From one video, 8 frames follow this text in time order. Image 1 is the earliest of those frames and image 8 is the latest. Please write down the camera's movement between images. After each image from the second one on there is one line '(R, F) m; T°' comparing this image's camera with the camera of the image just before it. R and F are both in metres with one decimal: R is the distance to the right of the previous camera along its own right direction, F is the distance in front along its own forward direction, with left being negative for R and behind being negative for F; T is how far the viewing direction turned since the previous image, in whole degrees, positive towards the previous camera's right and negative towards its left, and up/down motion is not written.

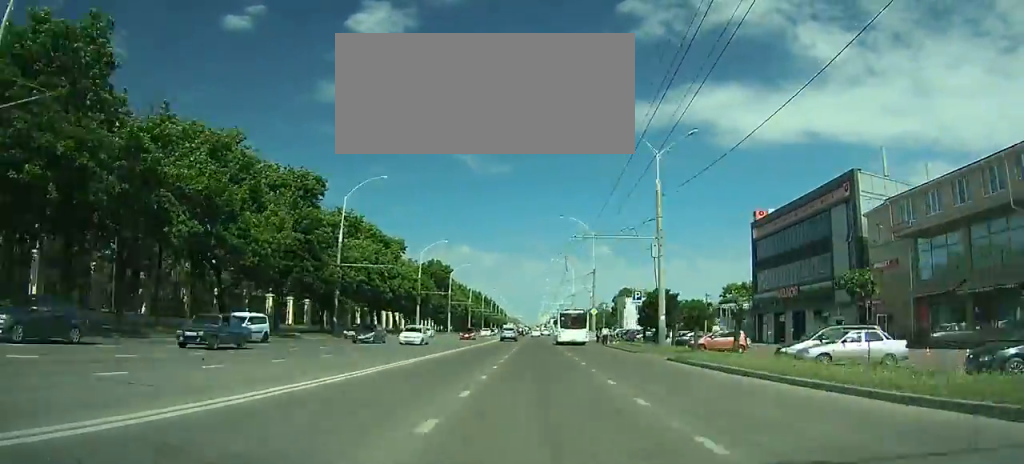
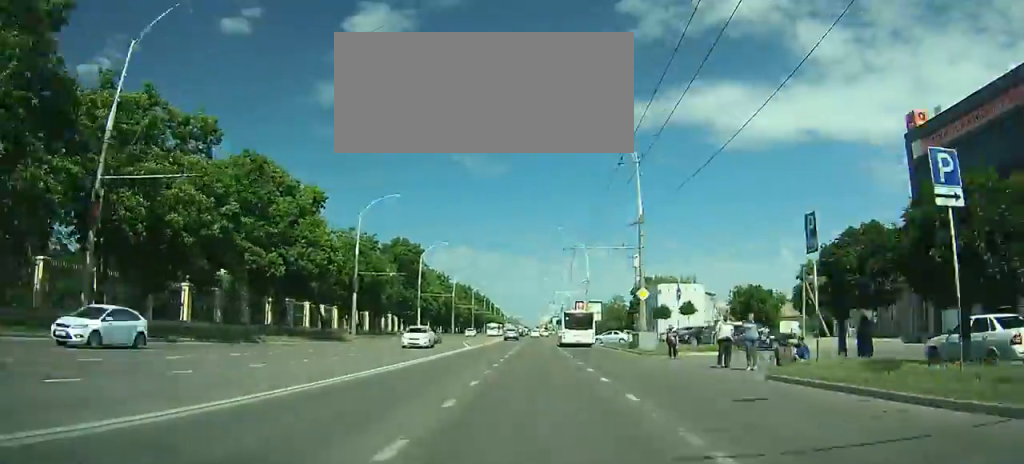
(+0.2, +34.6) m; +1°
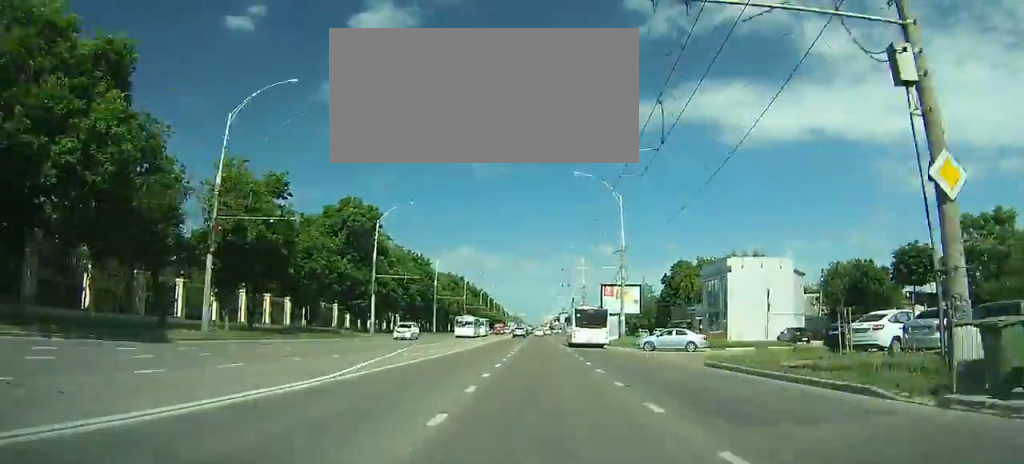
(+0.1, +29.9) m; 0°
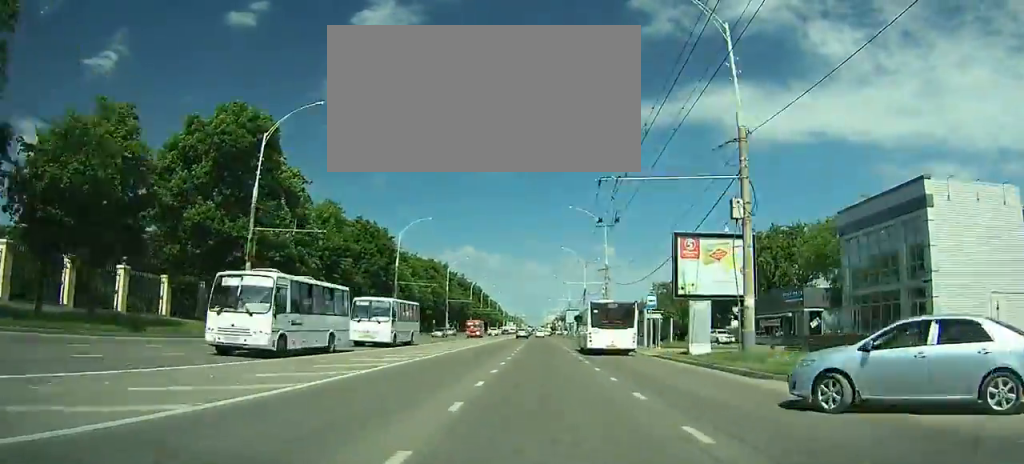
(+0.2, +31.3) m; 0°
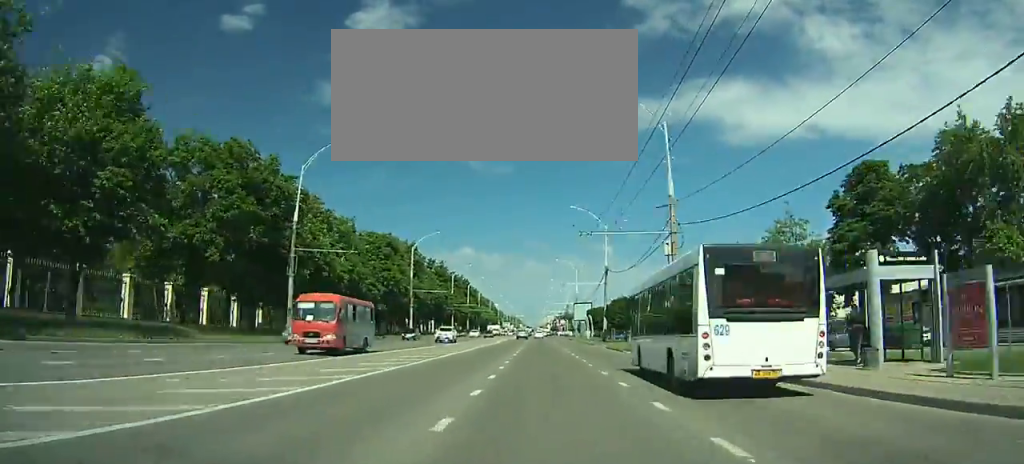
(+0.1, +33.0) m; 0°
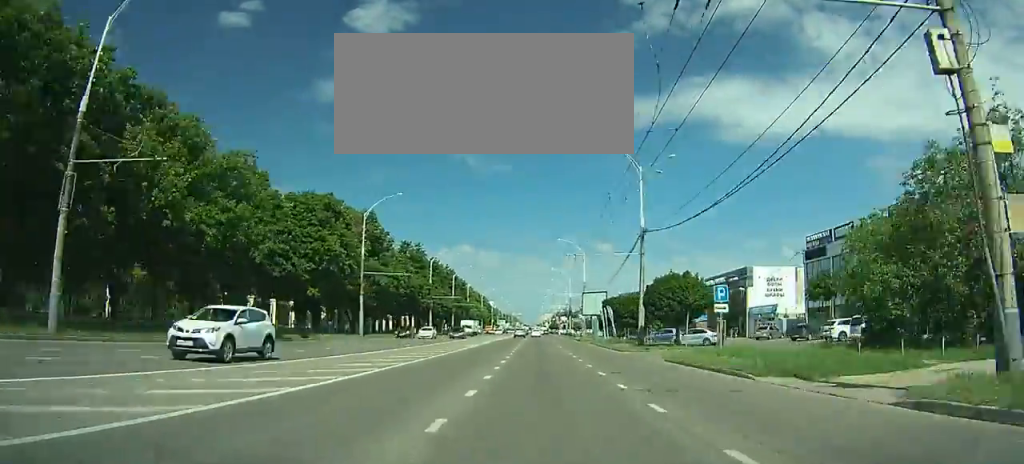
(-0.1, +23.7) m; 0°
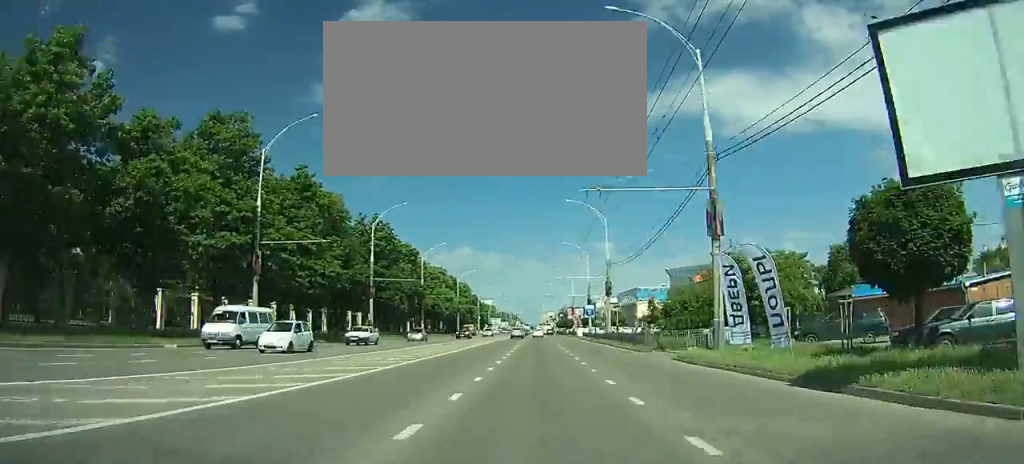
(-0.2, +68.2) m; 0°
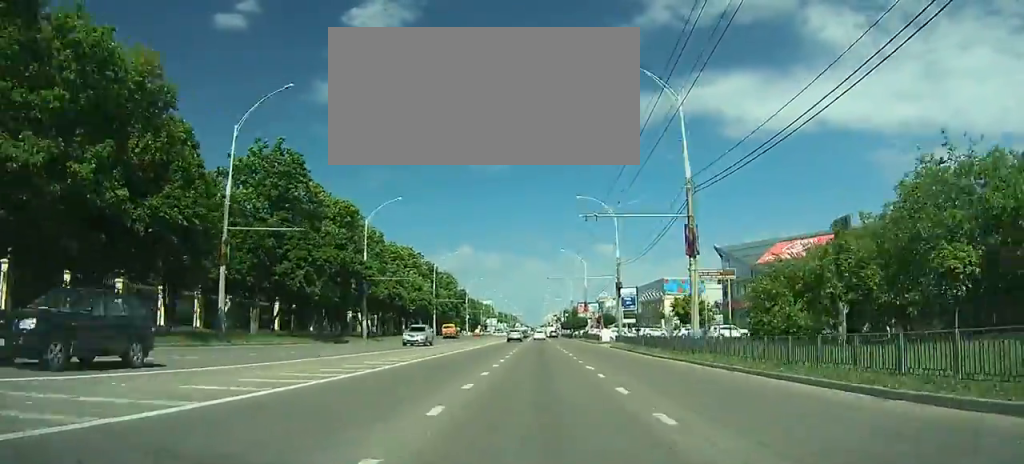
(-0.1, +32.4) m; 0°
